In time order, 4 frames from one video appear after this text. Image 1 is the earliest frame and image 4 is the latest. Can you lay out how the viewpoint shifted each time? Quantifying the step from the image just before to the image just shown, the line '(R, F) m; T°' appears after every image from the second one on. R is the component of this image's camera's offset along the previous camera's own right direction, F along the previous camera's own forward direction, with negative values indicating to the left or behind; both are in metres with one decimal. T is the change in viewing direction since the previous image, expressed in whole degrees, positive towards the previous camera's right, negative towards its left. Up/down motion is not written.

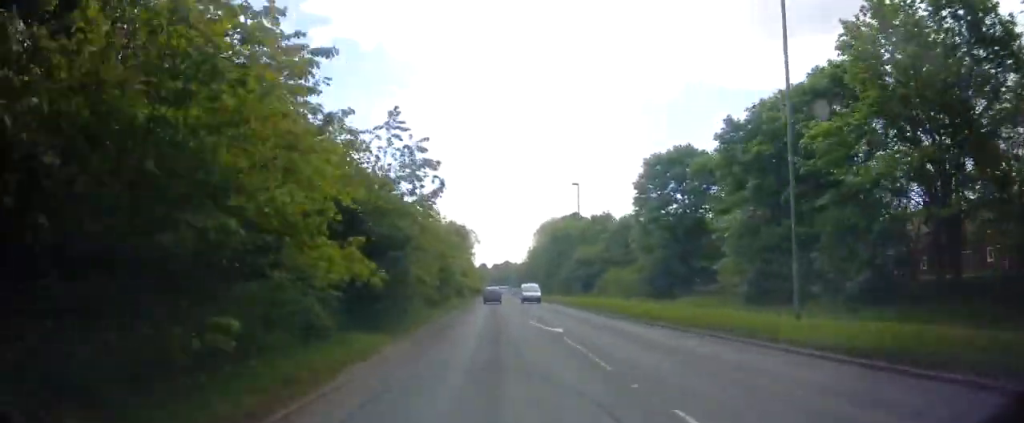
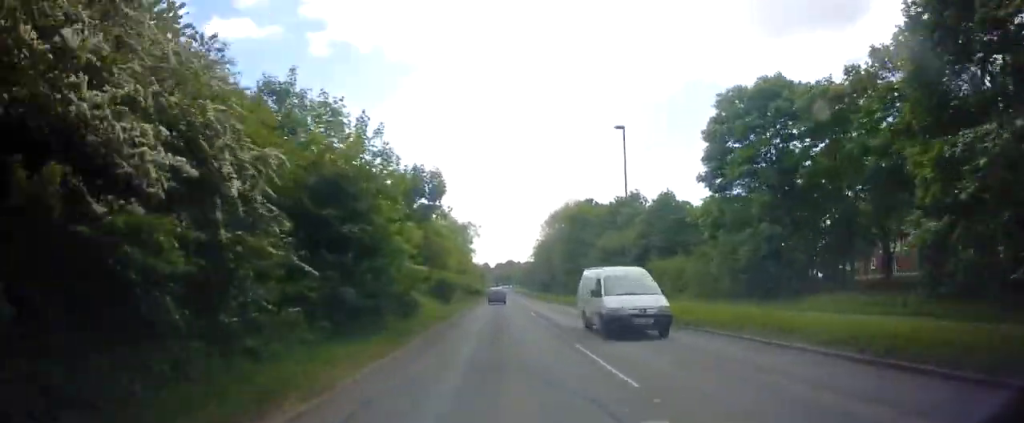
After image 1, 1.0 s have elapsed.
(+0.3, +17.6) m; 0°
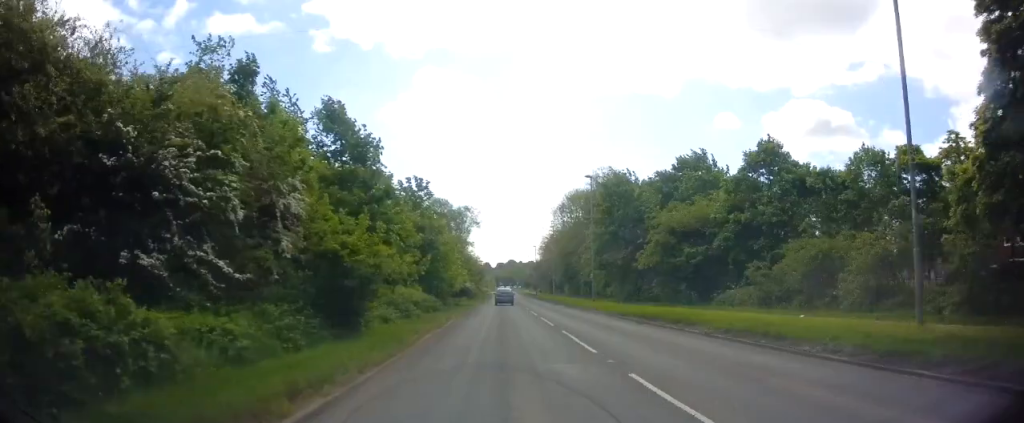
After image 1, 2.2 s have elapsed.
(-0.5, +23.3) m; -1°
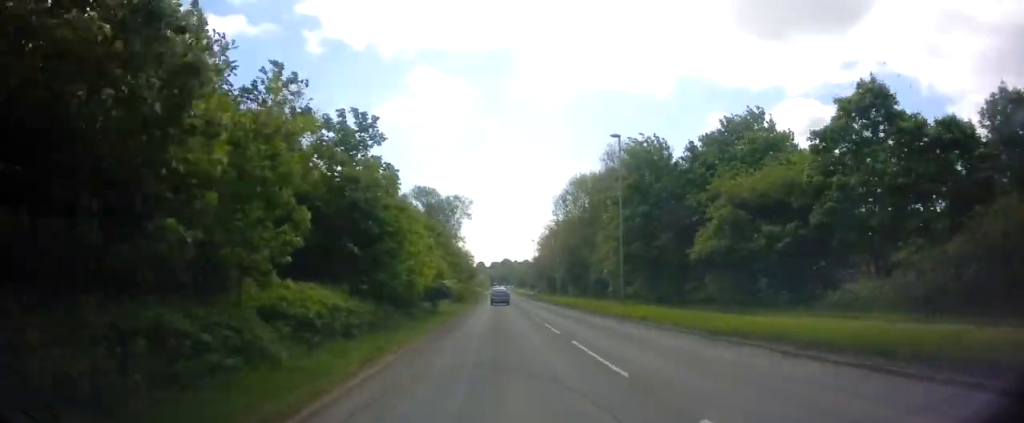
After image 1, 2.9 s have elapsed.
(0.0, +12.3) m; +1°
